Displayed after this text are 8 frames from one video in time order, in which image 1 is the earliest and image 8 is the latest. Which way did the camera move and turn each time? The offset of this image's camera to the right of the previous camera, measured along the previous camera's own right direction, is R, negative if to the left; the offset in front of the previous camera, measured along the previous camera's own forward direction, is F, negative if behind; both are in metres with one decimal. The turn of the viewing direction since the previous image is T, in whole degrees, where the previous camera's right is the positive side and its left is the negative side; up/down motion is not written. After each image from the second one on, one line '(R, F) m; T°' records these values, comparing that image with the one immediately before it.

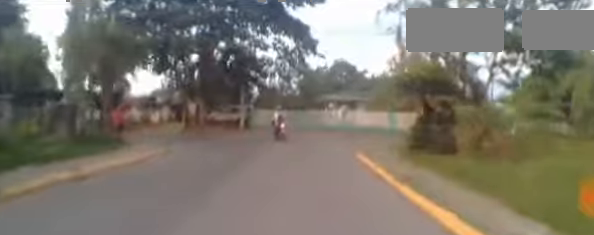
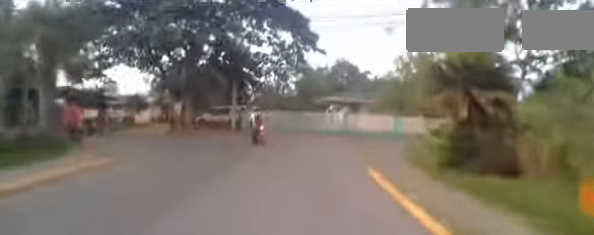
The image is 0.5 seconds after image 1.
(-0.1, +3.0) m; -3°
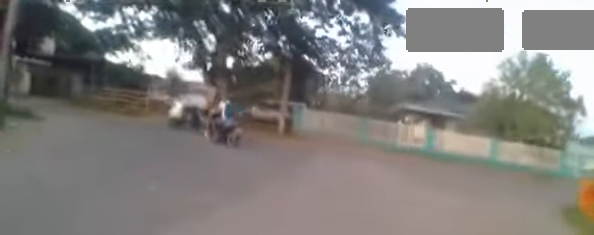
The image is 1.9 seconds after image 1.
(+0.2, +6.9) m; +3°
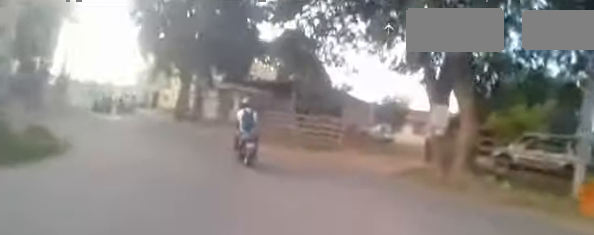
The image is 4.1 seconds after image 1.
(-2.1, +8.2) m; -41°
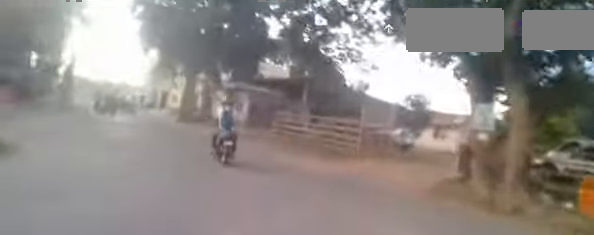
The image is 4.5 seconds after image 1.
(-0.3, +1.7) m; -8°
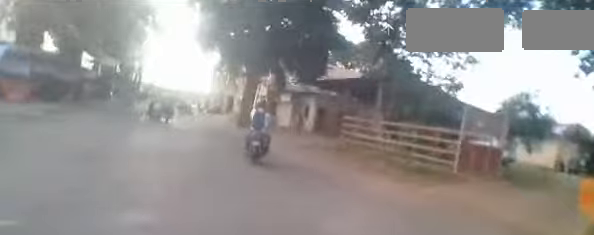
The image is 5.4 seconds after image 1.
(+0.2, +3.9) m; 0°
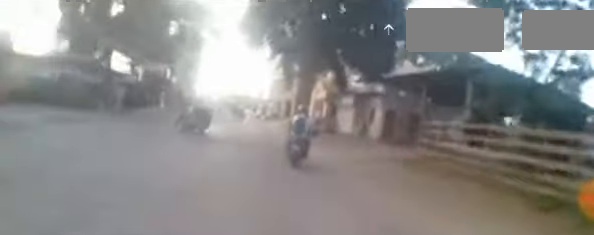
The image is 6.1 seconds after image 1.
(-0.1, +3.1) m; -5°
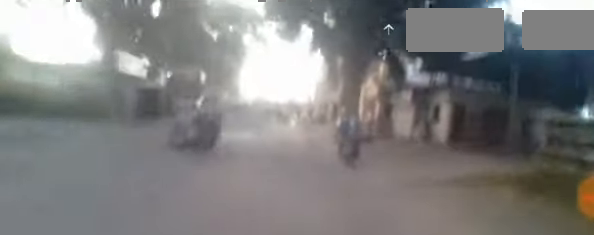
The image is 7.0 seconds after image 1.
(-0.3, +4.2) m; -8°
